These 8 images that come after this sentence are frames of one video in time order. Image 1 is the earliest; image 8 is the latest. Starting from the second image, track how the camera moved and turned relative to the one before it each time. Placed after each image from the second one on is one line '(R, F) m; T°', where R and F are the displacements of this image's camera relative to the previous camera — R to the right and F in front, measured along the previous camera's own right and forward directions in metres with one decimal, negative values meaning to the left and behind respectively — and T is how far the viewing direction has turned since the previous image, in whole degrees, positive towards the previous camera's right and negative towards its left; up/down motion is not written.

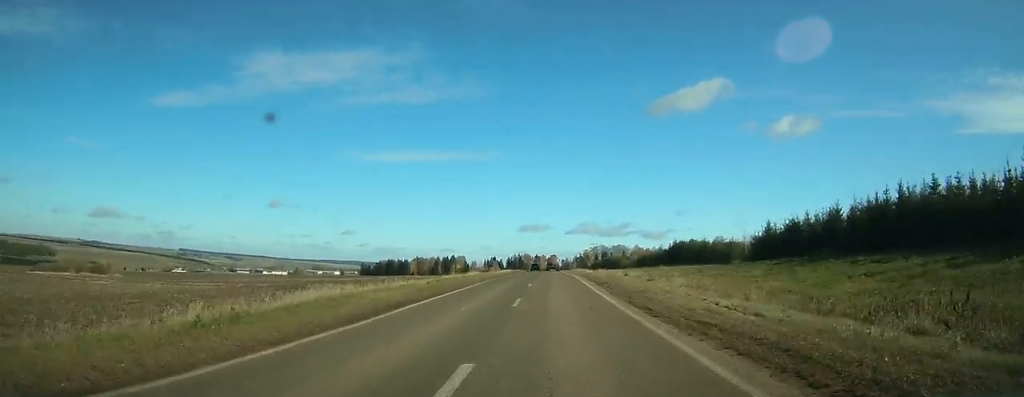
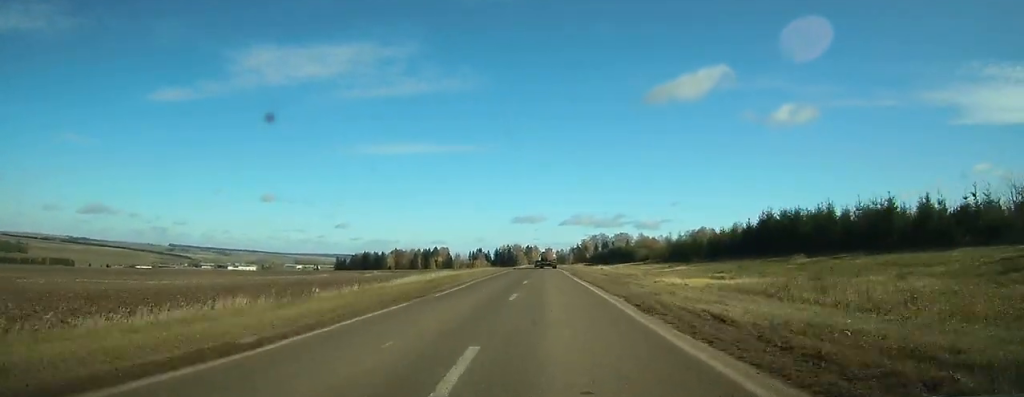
(+0.5, +74.9) m; +1°
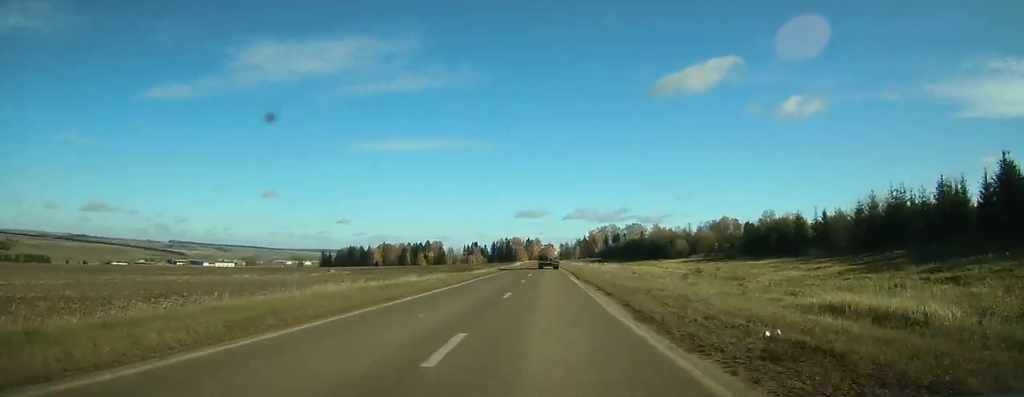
(0.0, +62.0) m; 0°
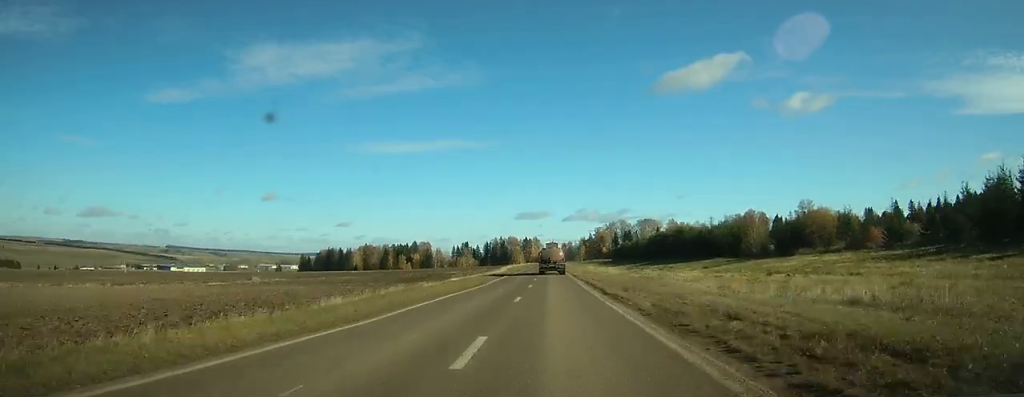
(0.0, +63.6) m; 0°
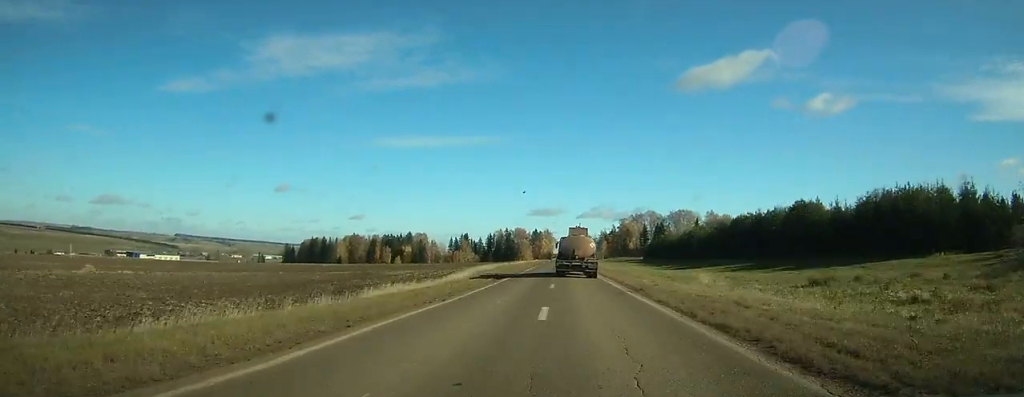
(-0.5, +65.8) m; -1°
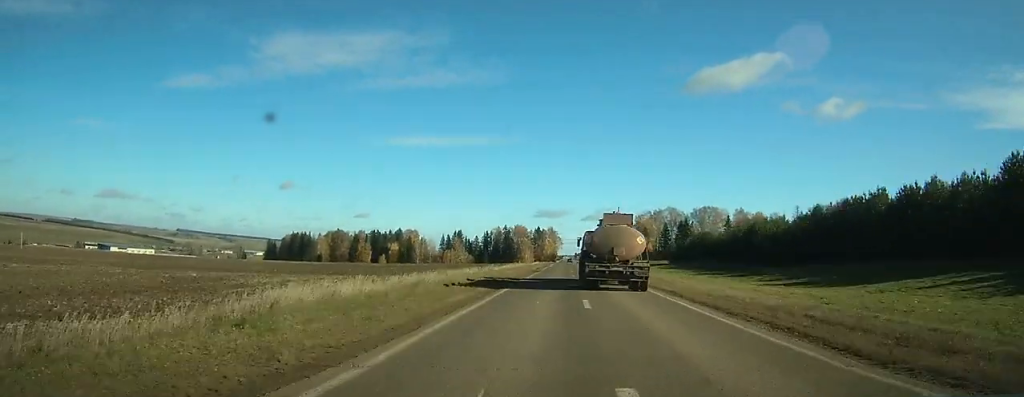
(-0.2, +41.2) m; 0°
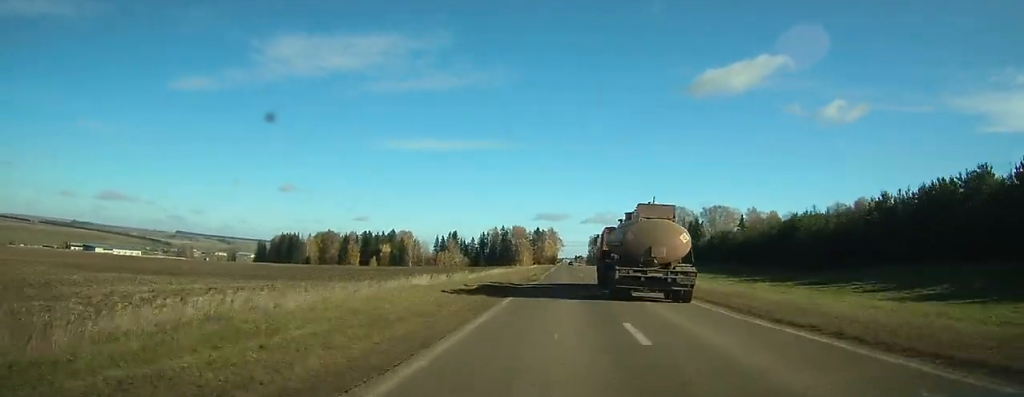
(+0.1, +16.0) m; 0°
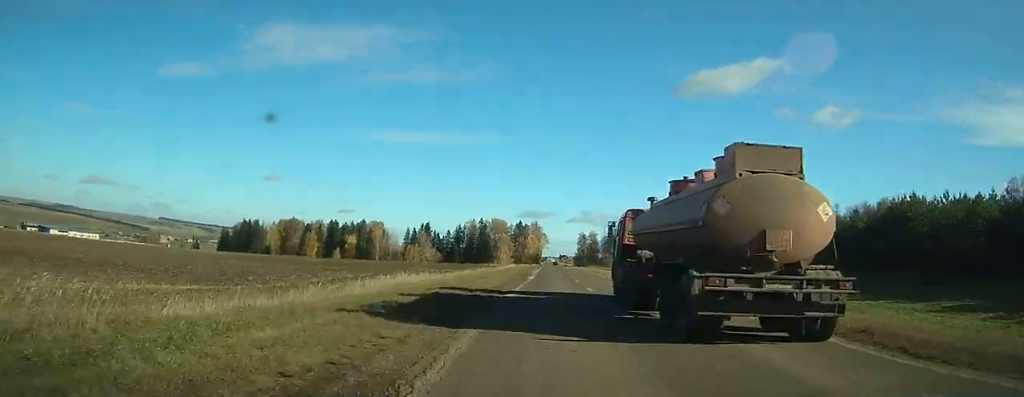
(+0.1, +29.9) m; 0°
